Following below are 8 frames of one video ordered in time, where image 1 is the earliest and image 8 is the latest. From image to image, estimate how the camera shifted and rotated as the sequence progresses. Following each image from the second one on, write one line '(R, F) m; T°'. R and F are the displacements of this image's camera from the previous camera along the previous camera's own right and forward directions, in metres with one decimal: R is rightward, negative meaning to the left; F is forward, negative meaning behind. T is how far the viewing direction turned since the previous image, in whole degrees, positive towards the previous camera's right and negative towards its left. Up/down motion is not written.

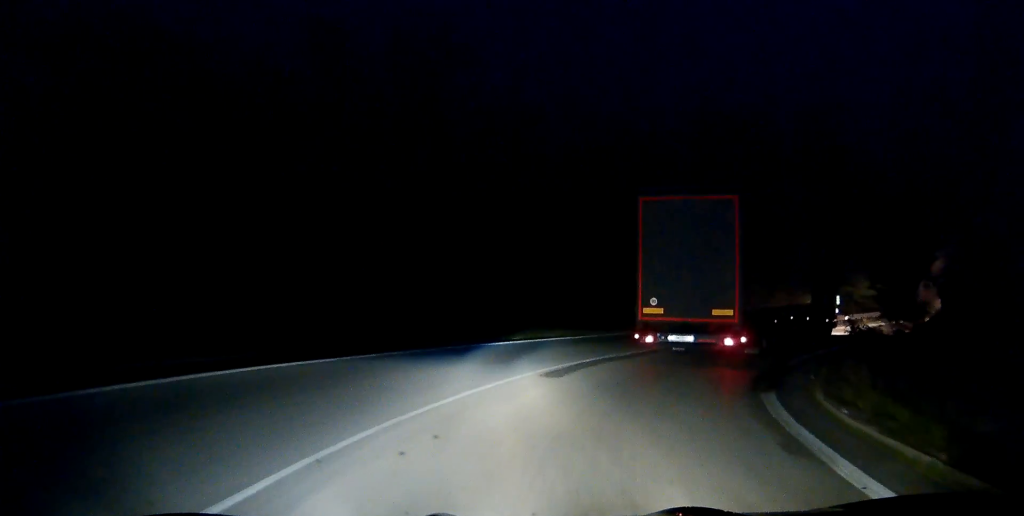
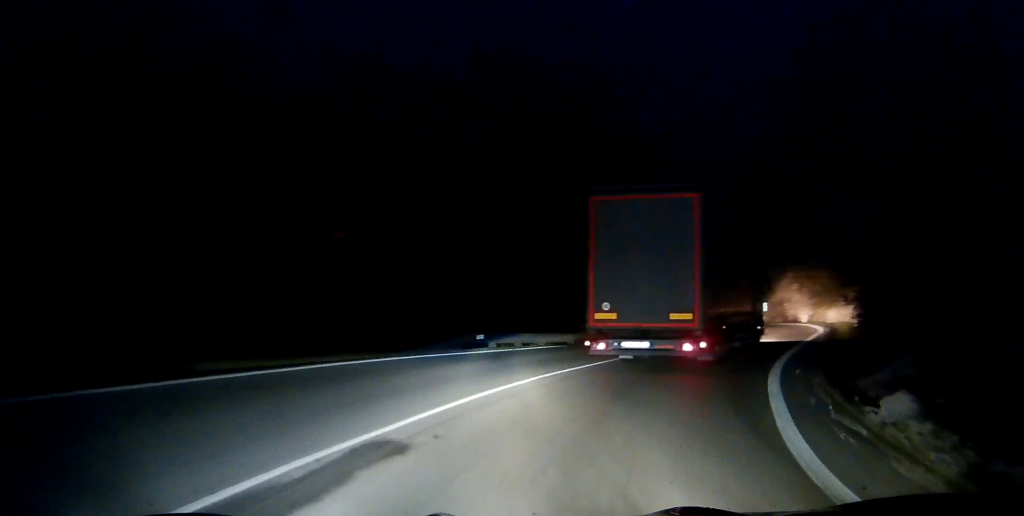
(+2.6, +12.9) m; +22°
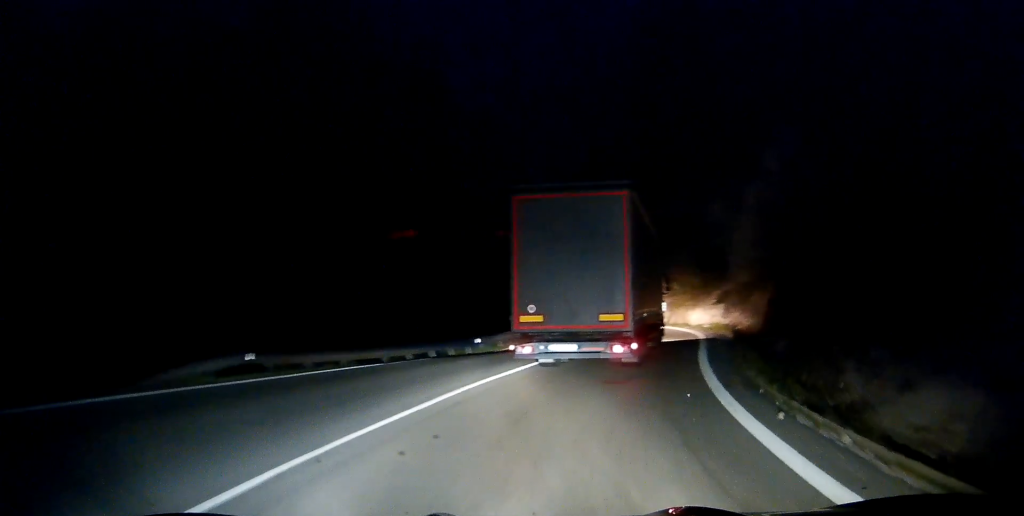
(+0.8, +8.5) m; +8°
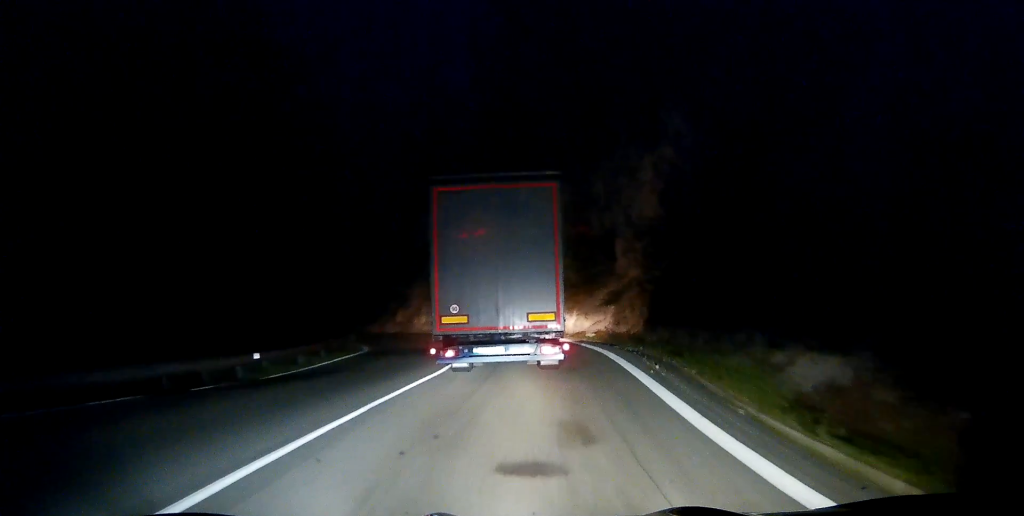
(+0.8, +13.0) m; +5°
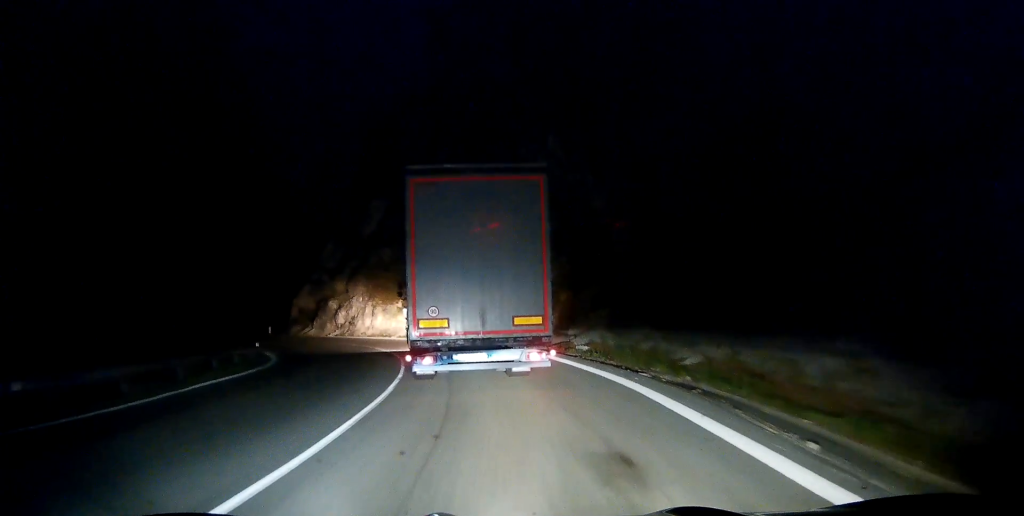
(+0.2, +10.6) m; +1°
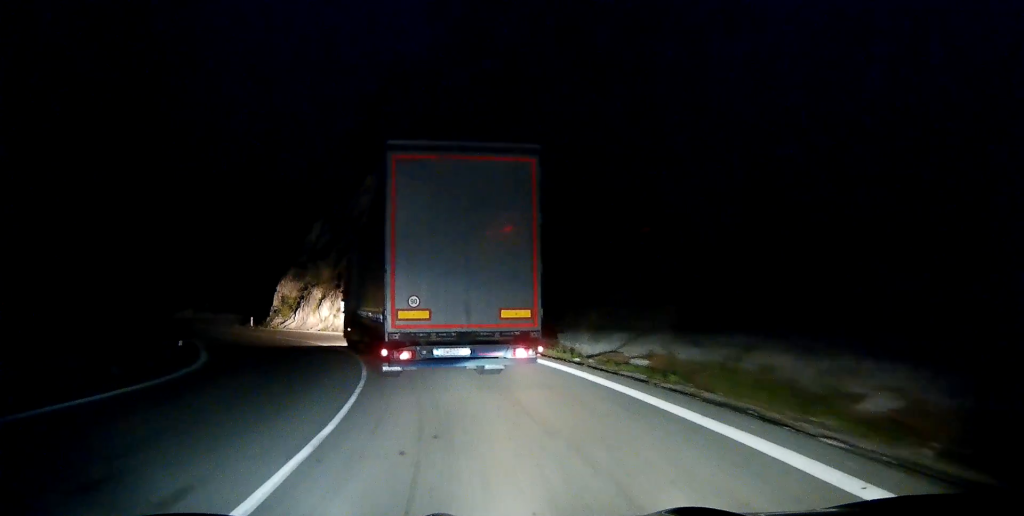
(0.0, +9.0) m; -2°
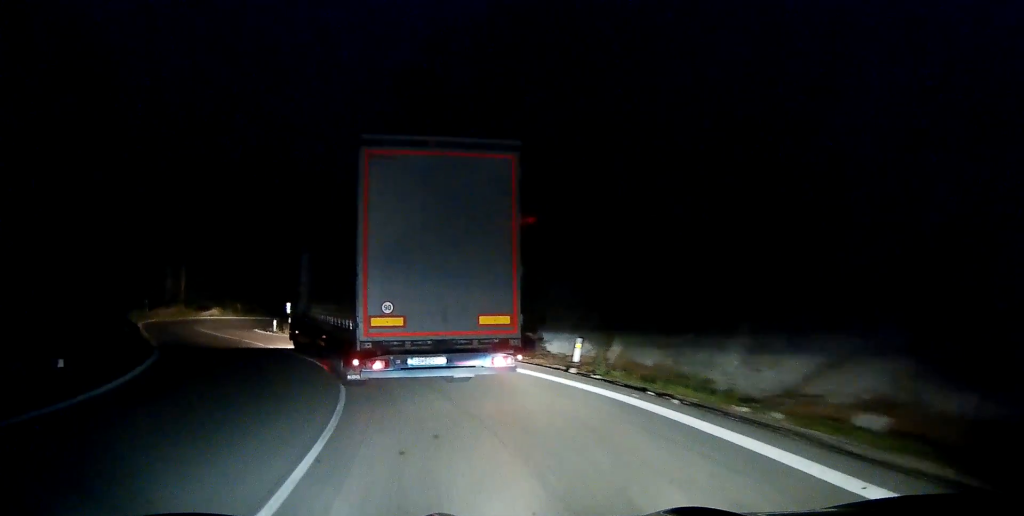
(-0.5, +9.8) m; -6°
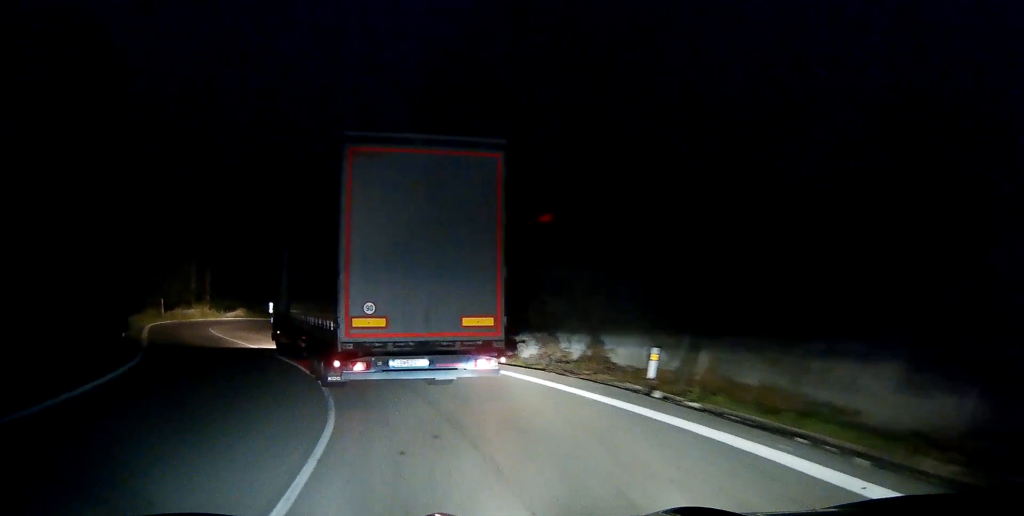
(0.0, +4.8) m; -4°
